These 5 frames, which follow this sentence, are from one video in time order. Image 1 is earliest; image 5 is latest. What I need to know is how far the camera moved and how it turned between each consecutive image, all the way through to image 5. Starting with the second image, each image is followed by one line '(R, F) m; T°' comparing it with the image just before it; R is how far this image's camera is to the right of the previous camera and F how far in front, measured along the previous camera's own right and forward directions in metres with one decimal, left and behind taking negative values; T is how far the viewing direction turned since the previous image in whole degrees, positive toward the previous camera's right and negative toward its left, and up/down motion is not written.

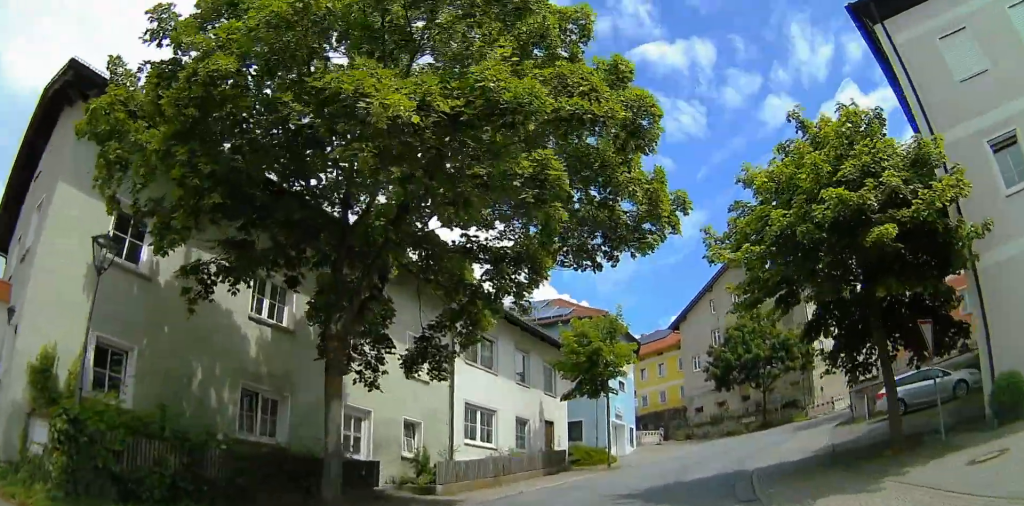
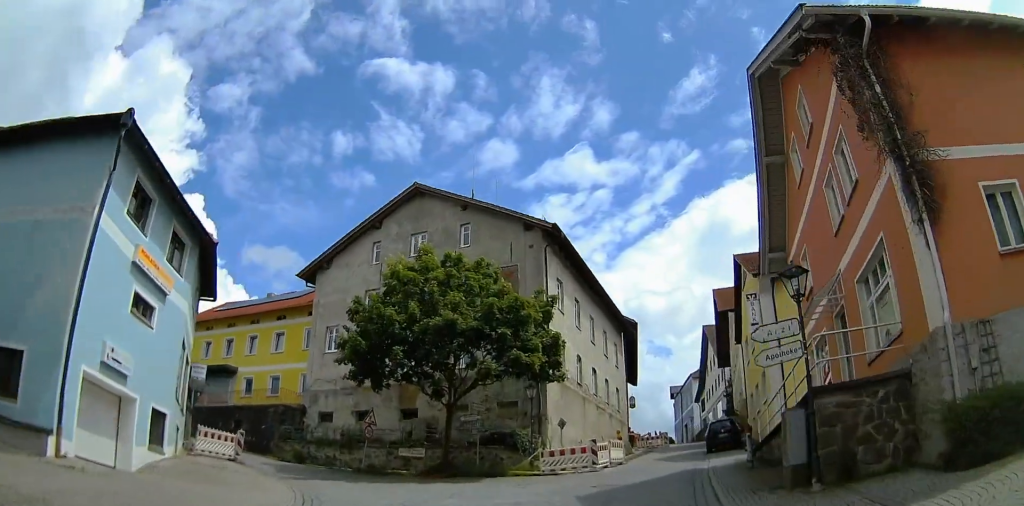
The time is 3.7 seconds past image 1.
(+7.2, +19.2) m; +36°
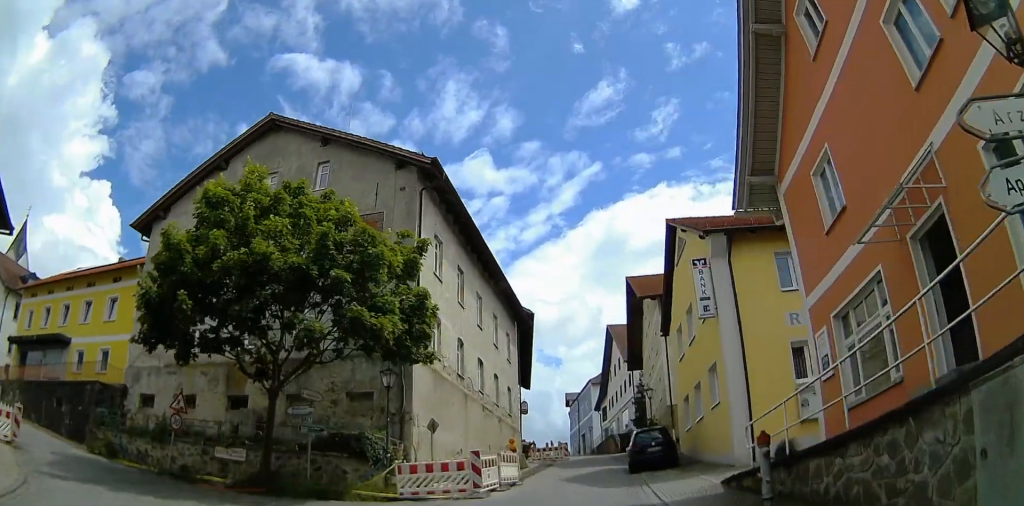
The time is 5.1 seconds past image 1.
(0.0, +7.8) m; 0°
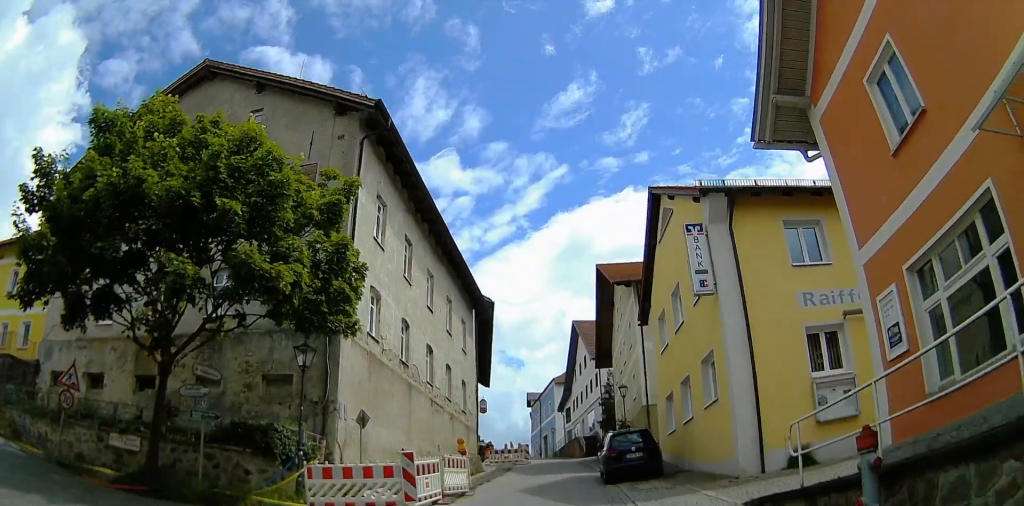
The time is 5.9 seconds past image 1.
(0.0, +4.2) m; 0°
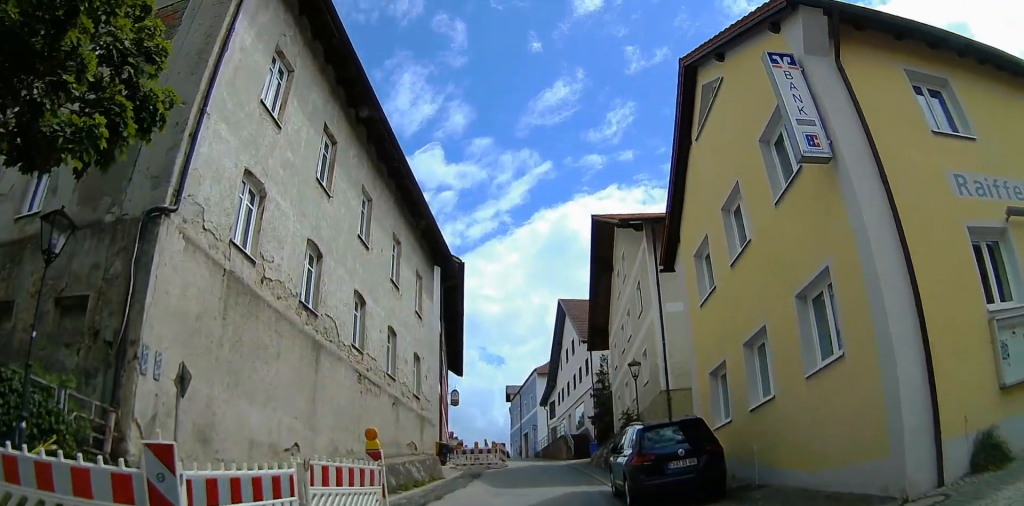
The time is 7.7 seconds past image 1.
(+1.2, +8.6) m; +18°
